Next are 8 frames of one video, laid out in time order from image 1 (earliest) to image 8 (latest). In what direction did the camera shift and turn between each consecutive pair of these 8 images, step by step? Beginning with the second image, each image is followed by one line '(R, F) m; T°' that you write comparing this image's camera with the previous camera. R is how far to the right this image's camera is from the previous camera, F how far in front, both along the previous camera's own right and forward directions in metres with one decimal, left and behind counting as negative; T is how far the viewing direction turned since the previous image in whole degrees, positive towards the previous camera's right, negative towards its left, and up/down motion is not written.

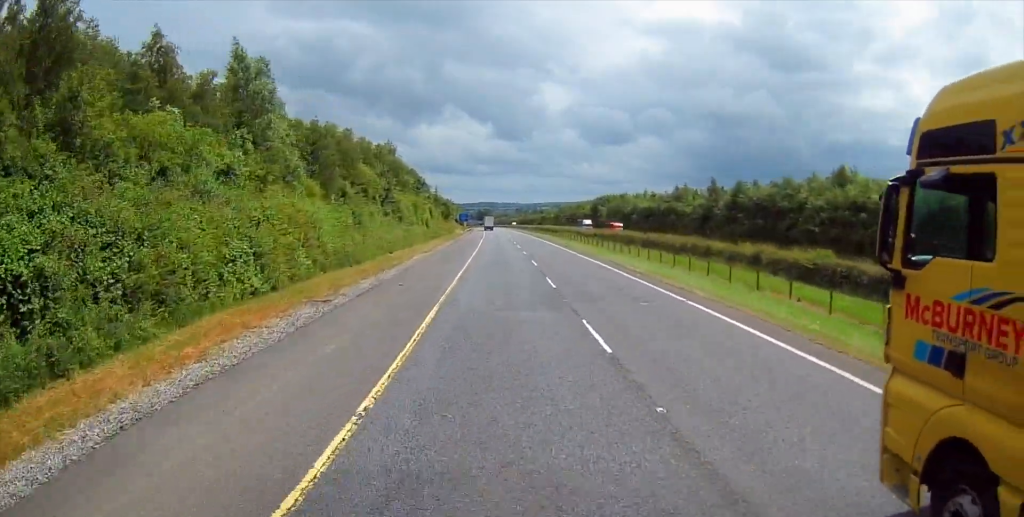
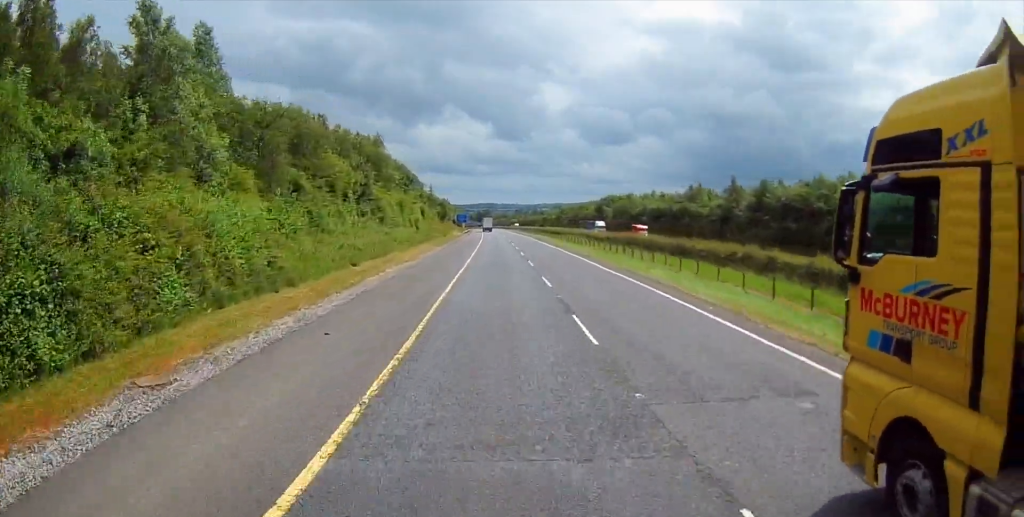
(+0.1, +10.8) m; 0°
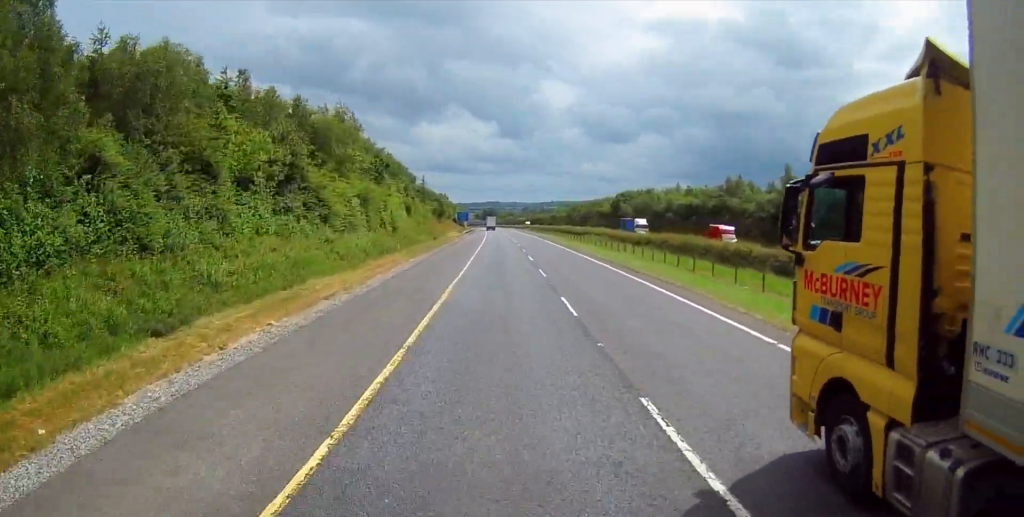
(0.0, +20.2) m; 0°
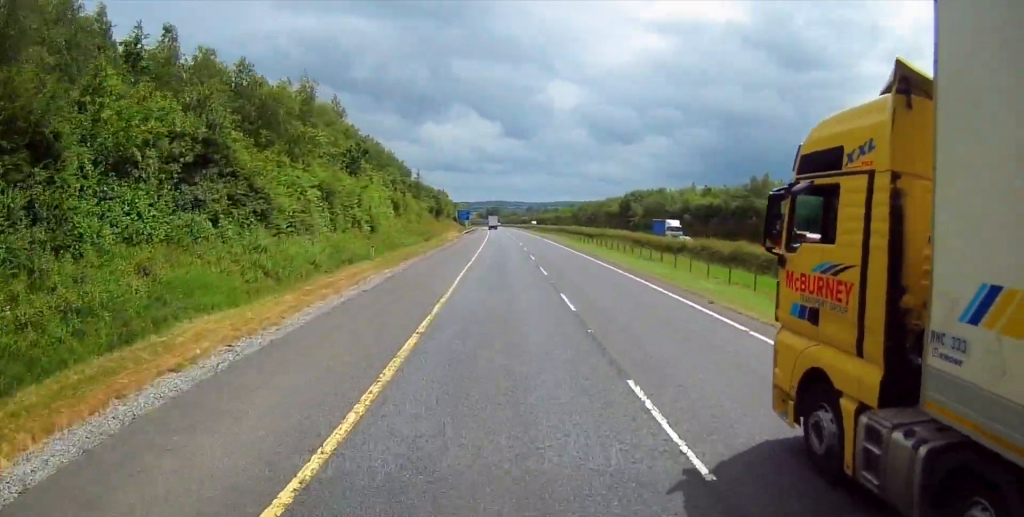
(0.0, +10.9) m; -1°
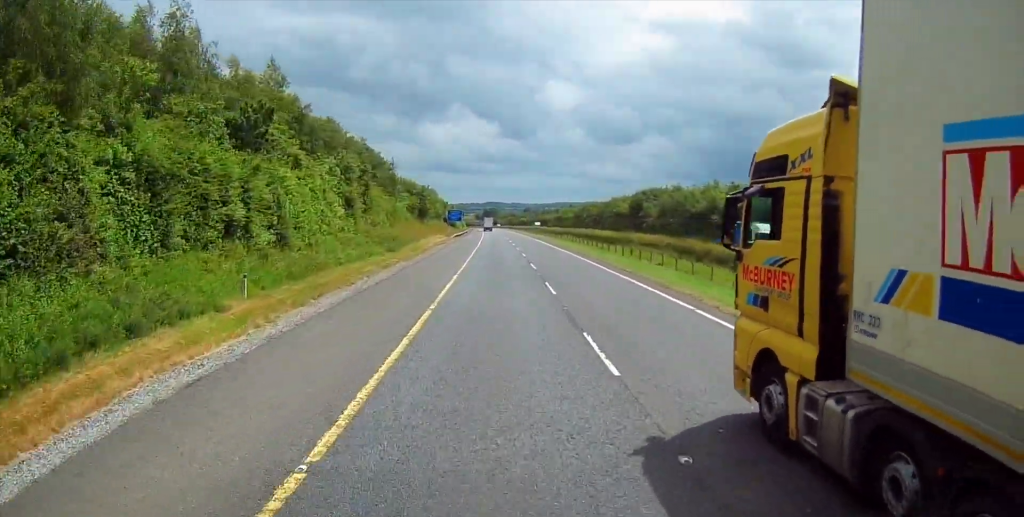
(-0.1, +19.4) m; -1°
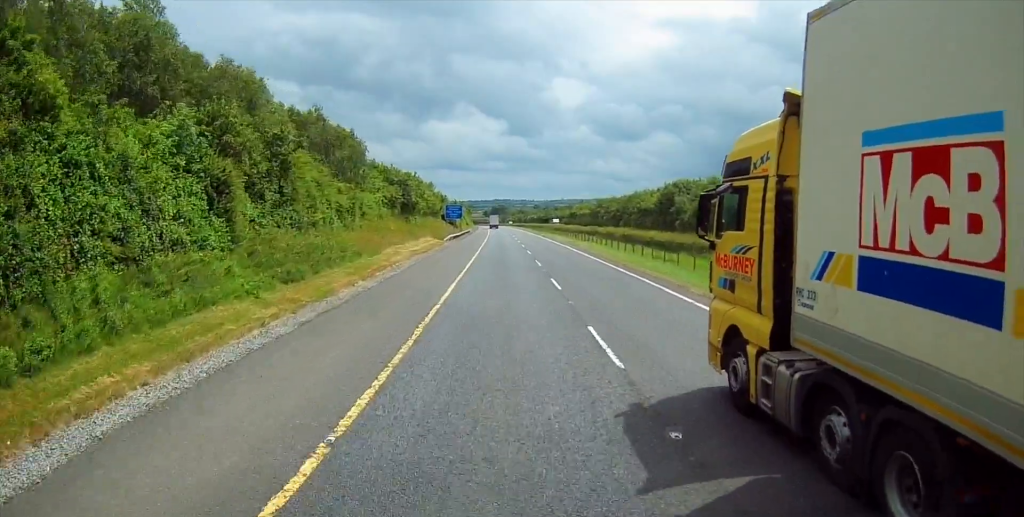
(-0.3, +23.3) m; 0°
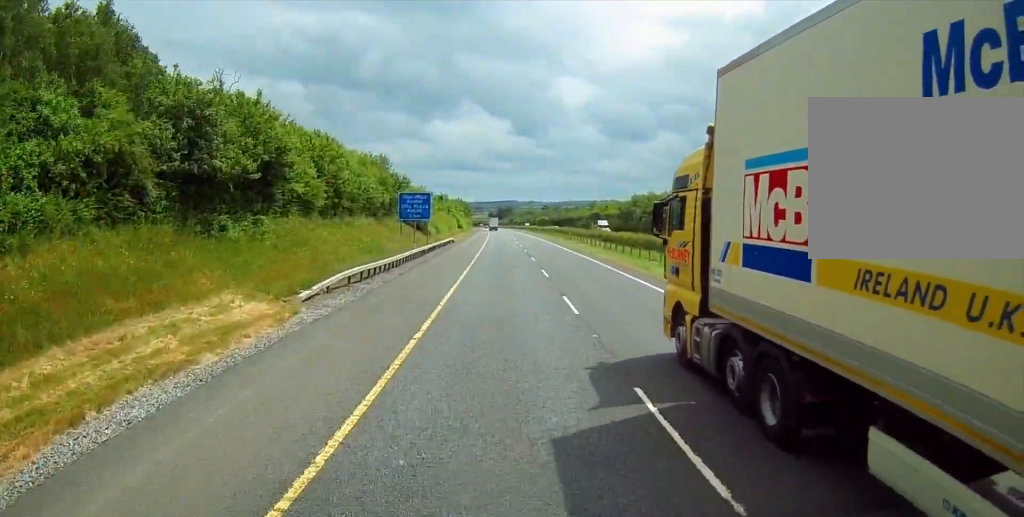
(-0.1, +52.9) m; -1°
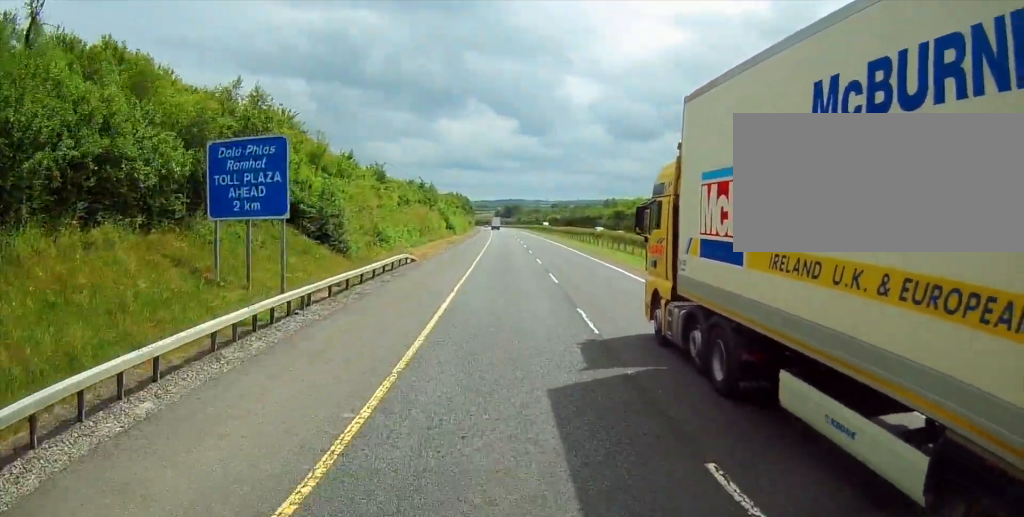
(-0.5, +39.0) m; -1°
